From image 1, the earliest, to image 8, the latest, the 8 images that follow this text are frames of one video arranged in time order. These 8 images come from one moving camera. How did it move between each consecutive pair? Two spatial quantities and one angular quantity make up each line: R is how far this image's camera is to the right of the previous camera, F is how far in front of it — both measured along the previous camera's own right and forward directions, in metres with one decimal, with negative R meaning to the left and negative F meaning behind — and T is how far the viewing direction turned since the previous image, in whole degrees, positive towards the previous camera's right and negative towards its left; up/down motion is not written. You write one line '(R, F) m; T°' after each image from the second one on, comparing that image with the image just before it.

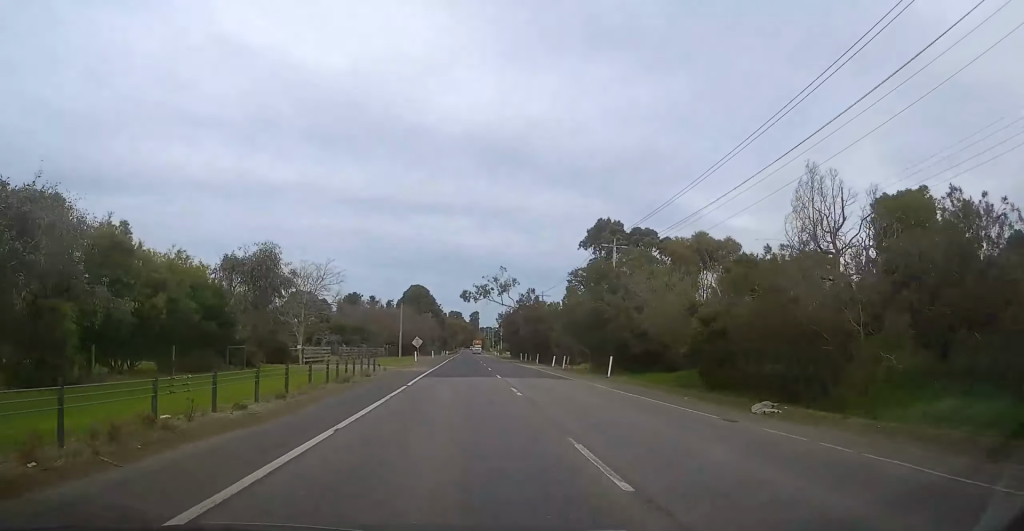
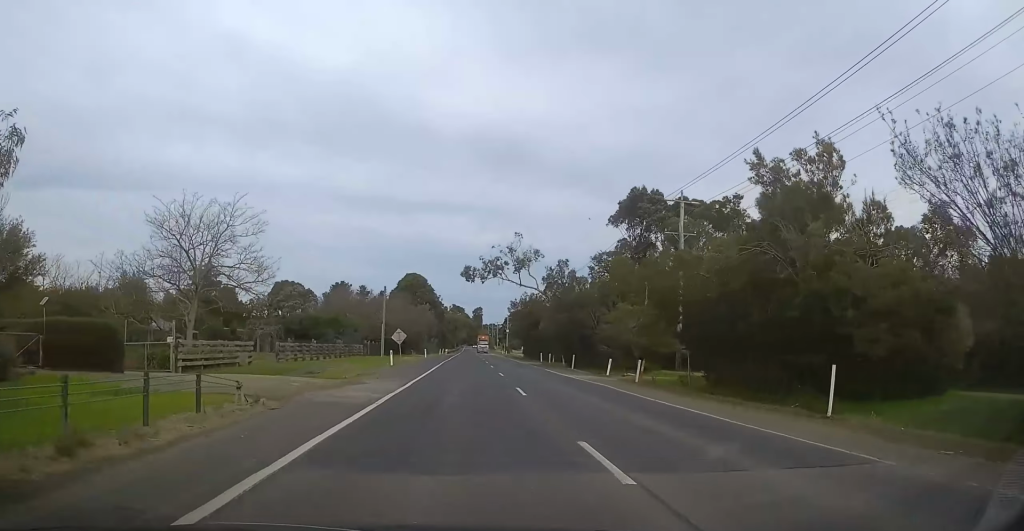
(0.0, +21.9) m; 0°
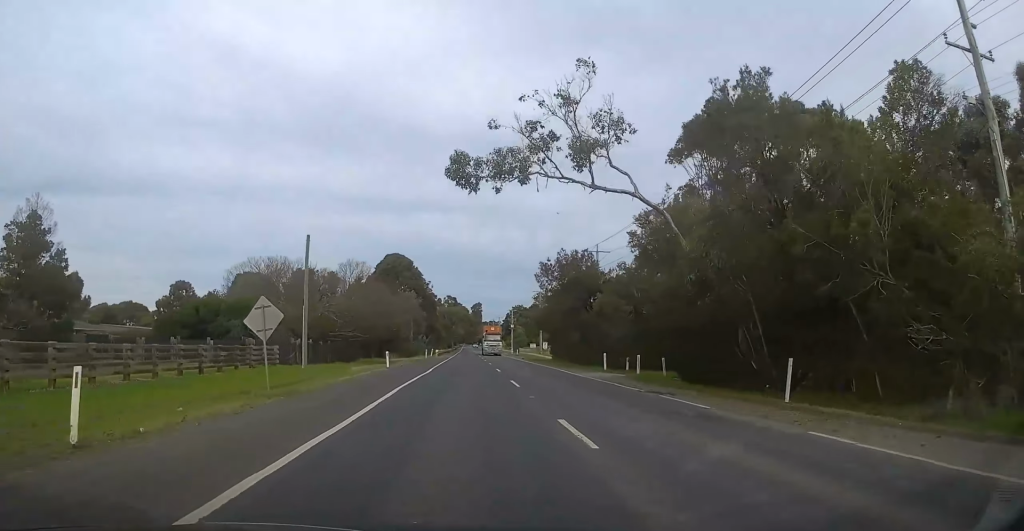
(0.0, +33.7) m; 0°
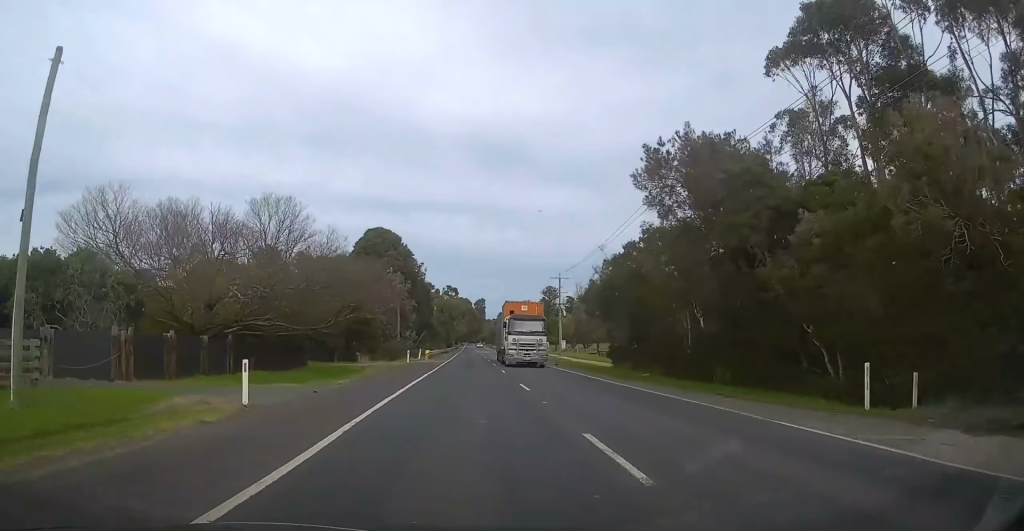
(0.0, +25.8) m; 0°
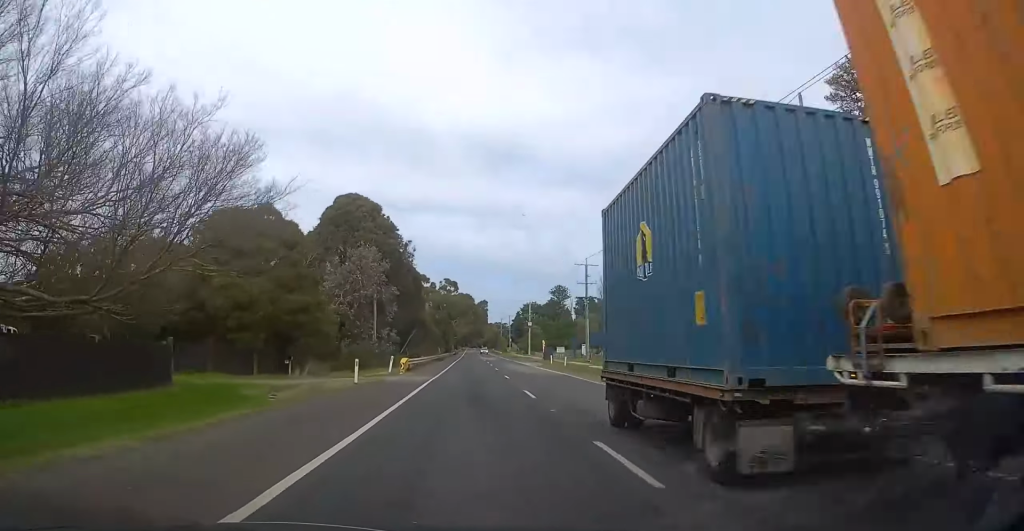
(0.0, +24.4) m; 0°
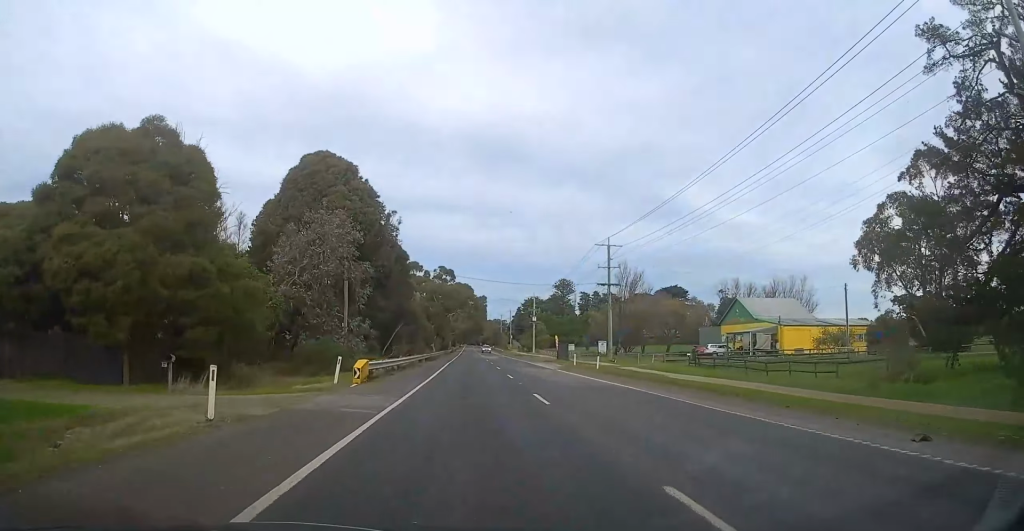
(0.0, +15.3) m; +1°
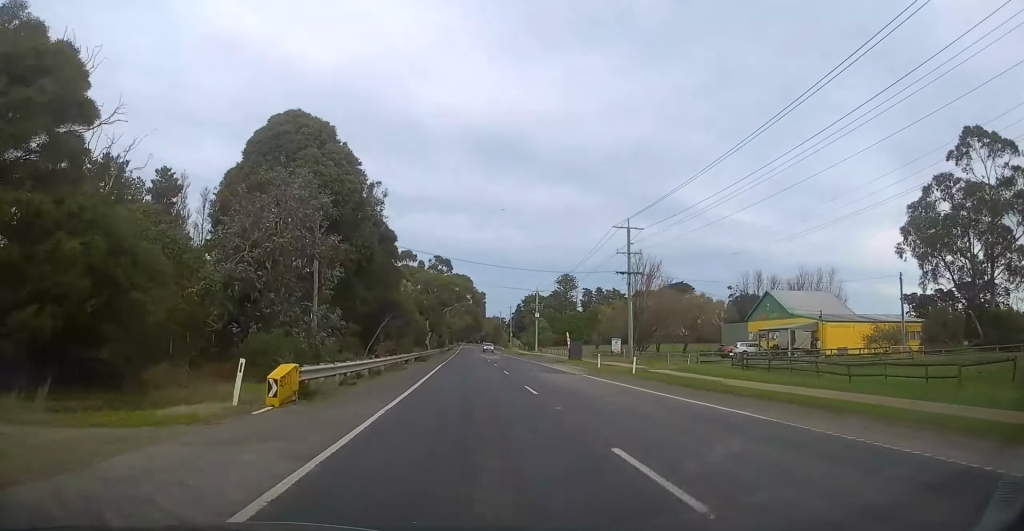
(0.0, +9.4) m; 0°
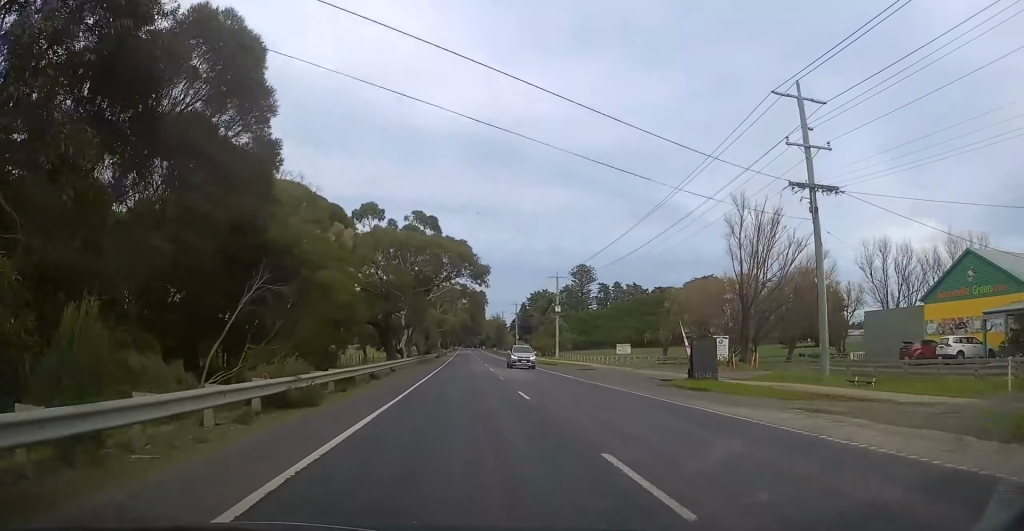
(+0.2, +35.6) m; -1°
